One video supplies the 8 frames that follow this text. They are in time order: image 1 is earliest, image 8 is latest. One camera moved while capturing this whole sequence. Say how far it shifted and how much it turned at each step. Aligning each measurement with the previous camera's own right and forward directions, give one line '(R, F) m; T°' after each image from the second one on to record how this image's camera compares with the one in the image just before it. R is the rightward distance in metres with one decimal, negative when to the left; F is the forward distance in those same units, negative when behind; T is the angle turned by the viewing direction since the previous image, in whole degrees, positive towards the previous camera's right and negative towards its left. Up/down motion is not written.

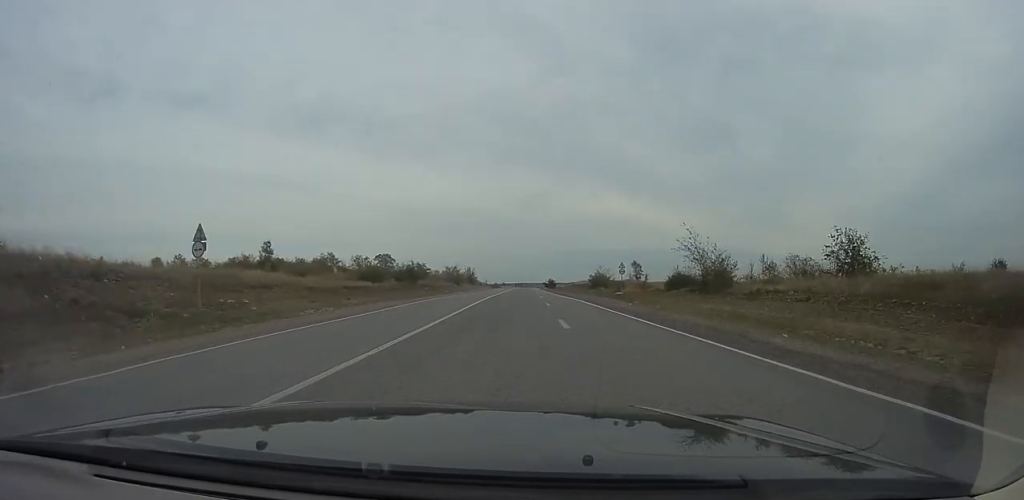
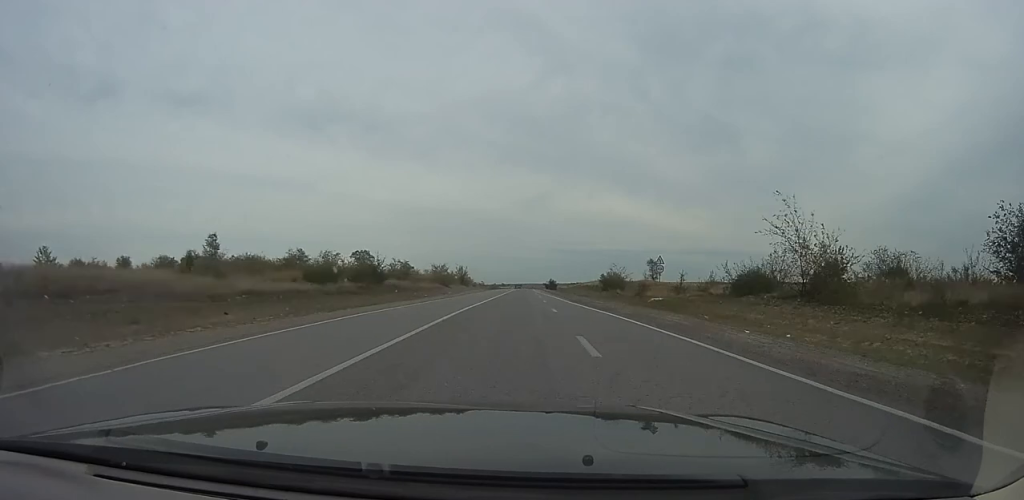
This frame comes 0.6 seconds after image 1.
(+0.1, +17.9) m; +1°
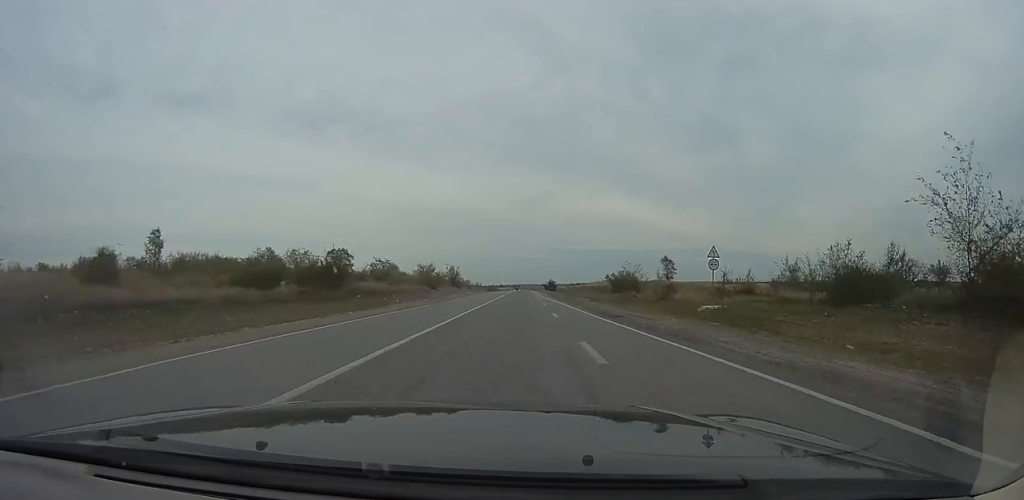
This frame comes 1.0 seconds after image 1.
(0.0, +12.8) m; +1°
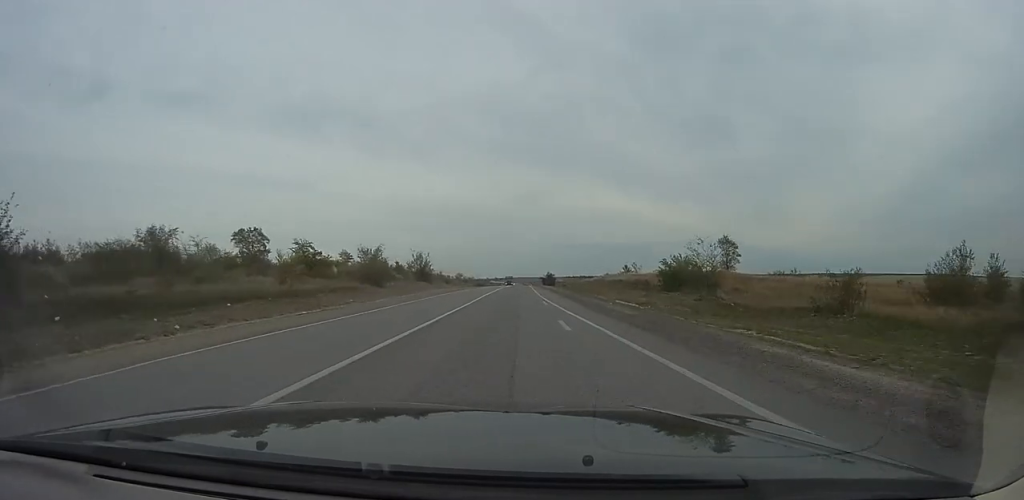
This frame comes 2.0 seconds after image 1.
(+0.6, +31.9) m; 0°
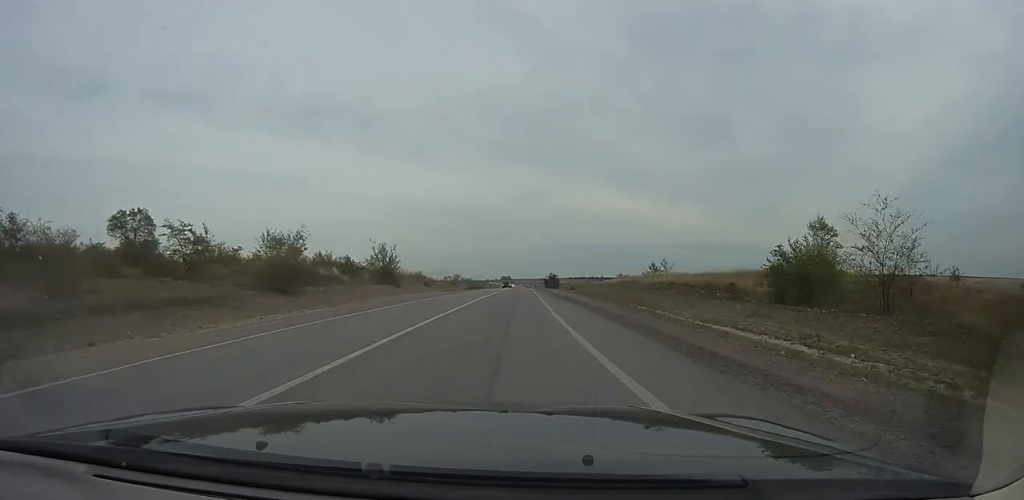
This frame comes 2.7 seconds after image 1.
(-0.3, +22.8) m; -1°
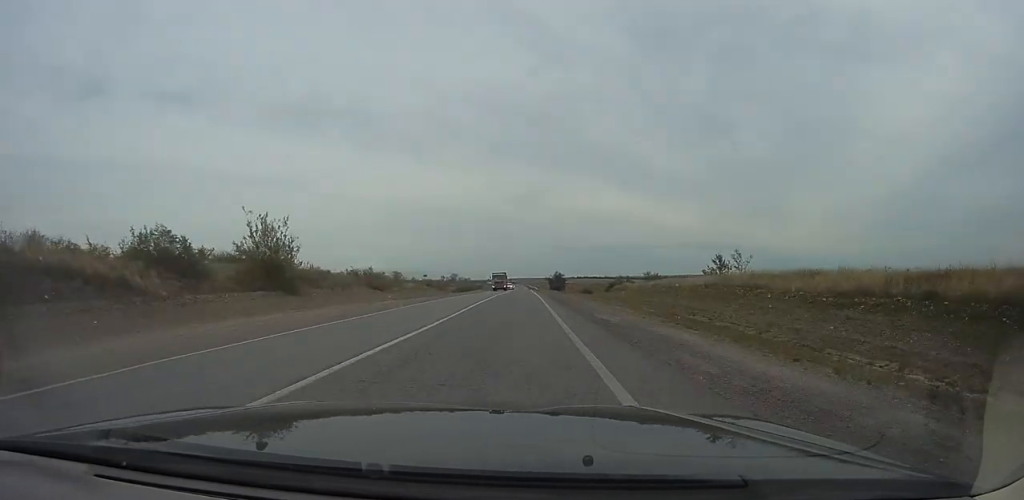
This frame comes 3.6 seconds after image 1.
(-0.4, +30.2) m; -1°
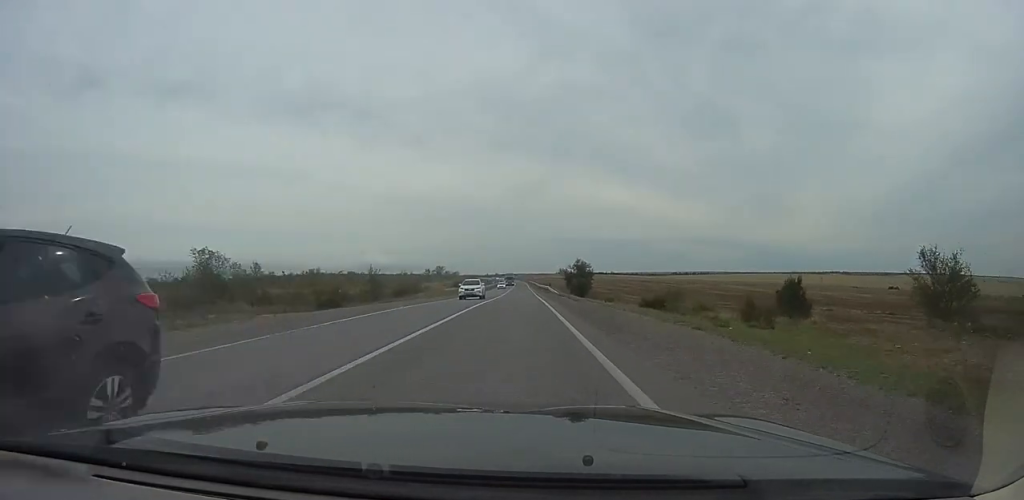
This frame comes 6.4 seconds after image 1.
(-0.5, +85.8) m; 0°
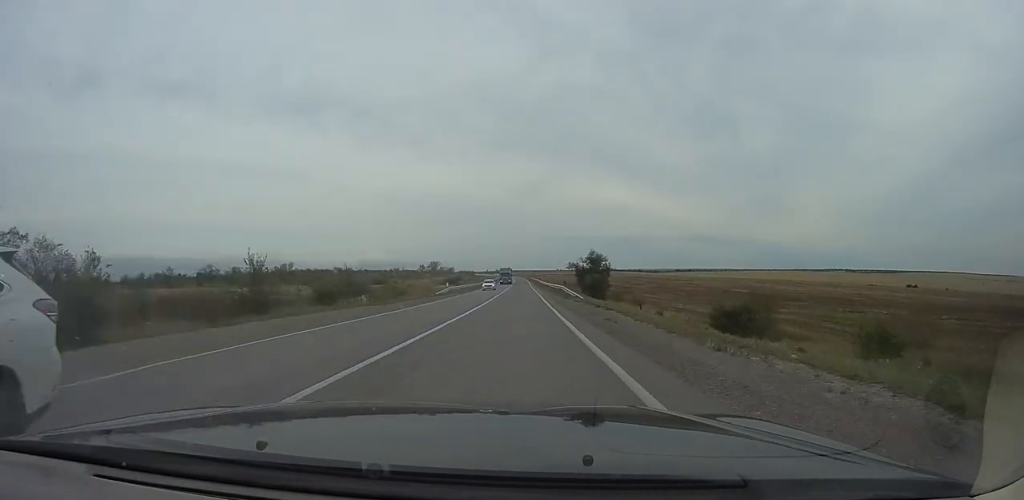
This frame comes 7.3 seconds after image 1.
(+0.1, +26.5) m; +3°
